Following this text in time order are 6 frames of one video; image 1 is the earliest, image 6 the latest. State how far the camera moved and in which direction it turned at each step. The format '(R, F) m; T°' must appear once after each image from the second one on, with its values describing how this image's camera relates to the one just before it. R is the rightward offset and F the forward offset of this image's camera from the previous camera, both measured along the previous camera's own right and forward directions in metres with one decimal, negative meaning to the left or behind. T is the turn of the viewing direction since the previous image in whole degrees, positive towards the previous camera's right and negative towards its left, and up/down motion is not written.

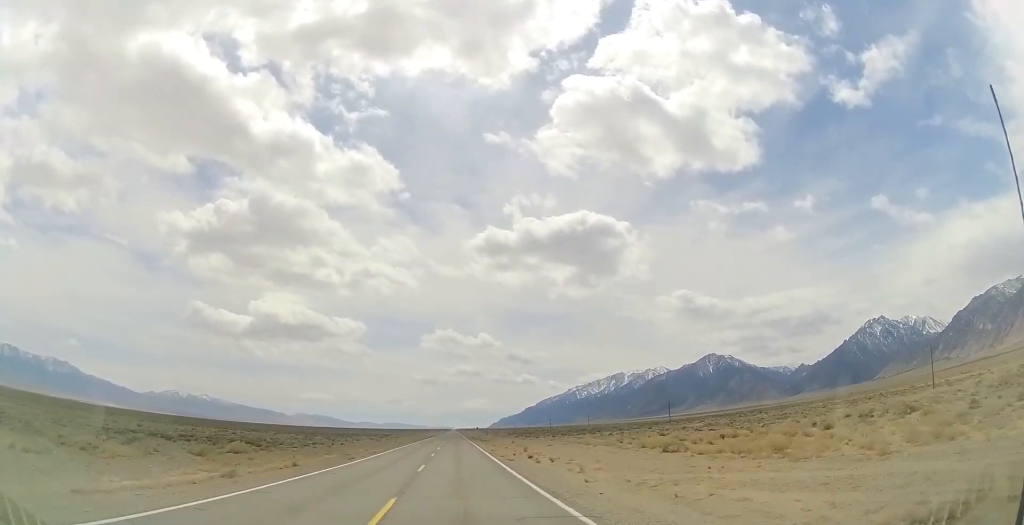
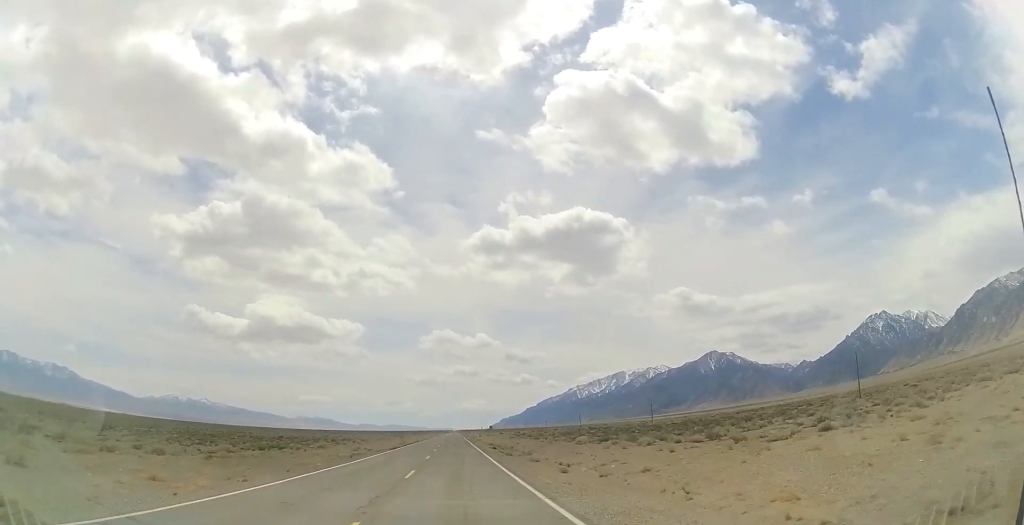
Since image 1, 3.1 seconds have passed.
(+0.7, +75.8) m; -1°
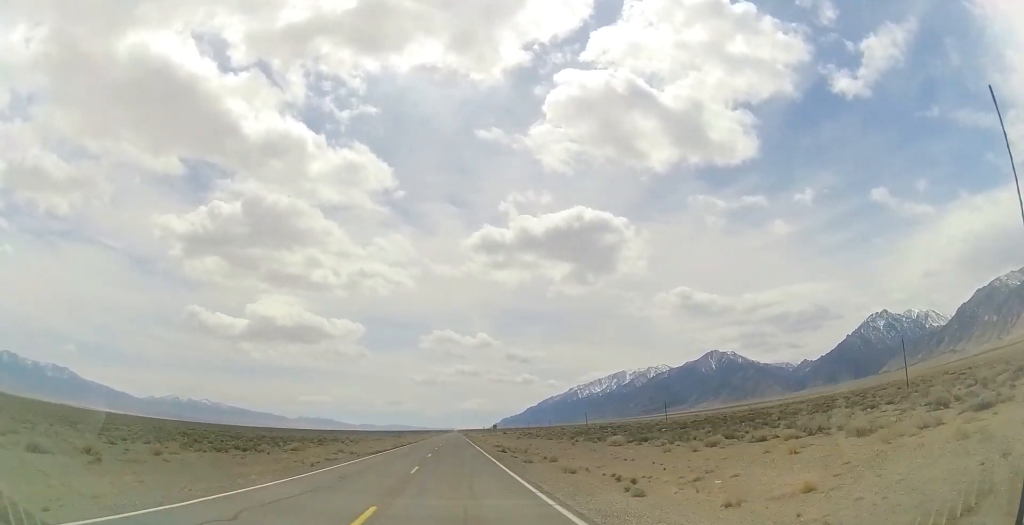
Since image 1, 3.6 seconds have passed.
(-0.3, +10.4) m; 0°
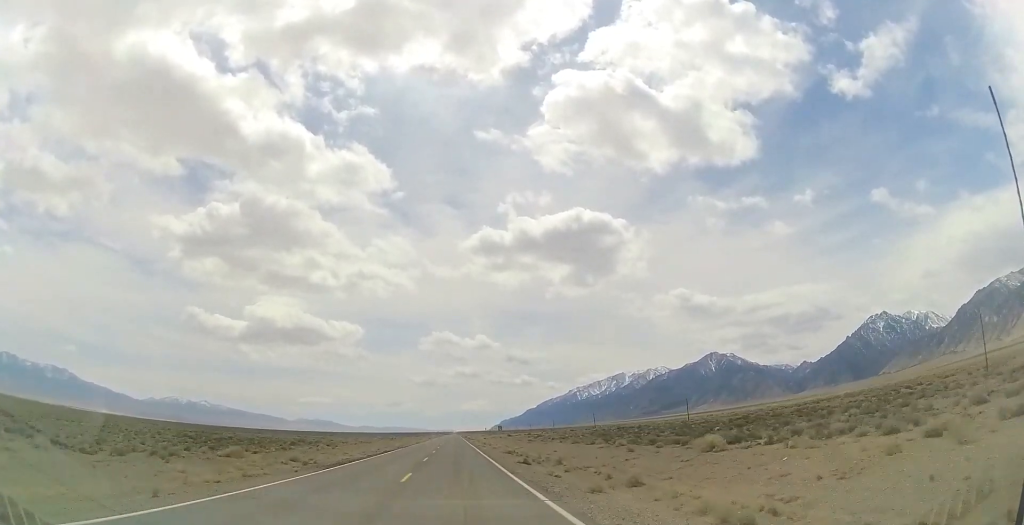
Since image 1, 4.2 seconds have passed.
(-0.4, +15.2) m; 0°
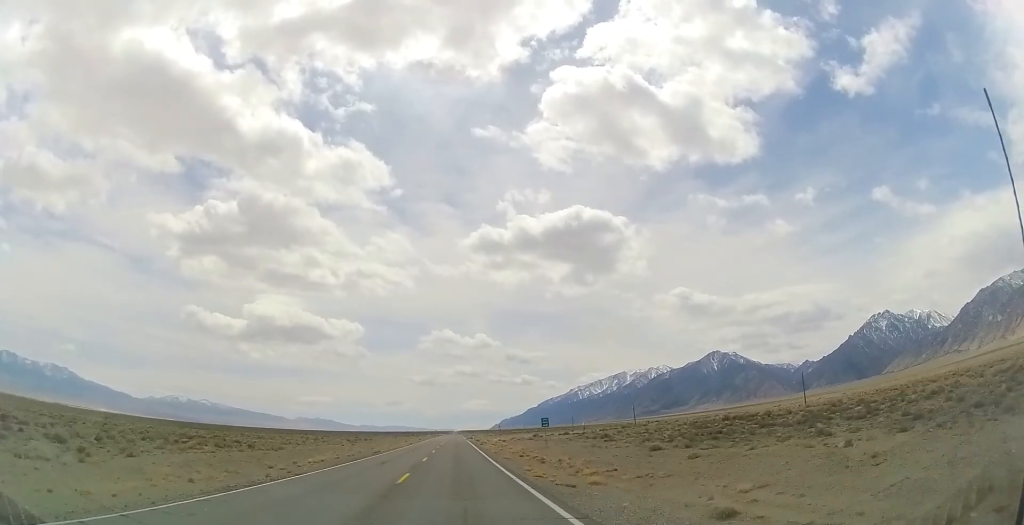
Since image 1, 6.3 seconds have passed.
(+0.6, +48.7) m; 0°
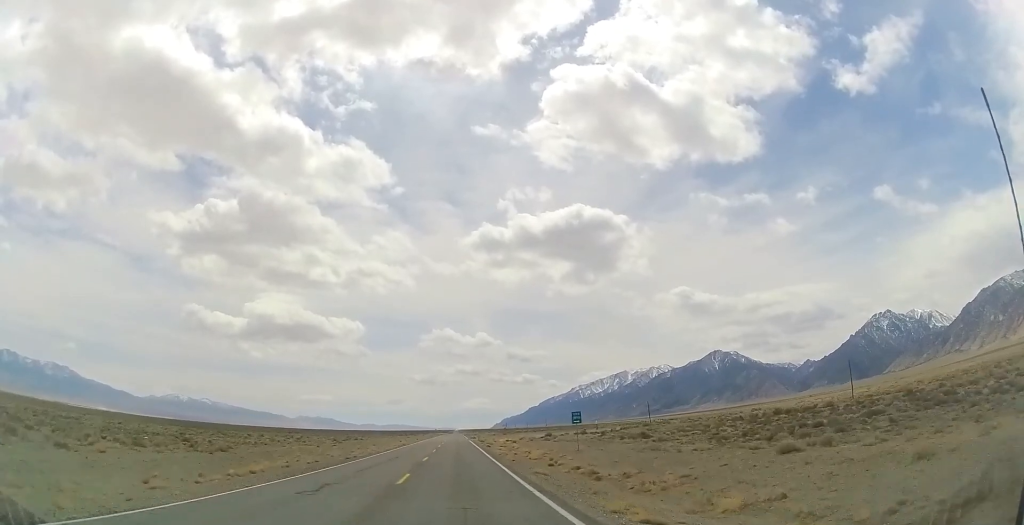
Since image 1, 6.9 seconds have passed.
(0.0, +12.9) m; 0°
